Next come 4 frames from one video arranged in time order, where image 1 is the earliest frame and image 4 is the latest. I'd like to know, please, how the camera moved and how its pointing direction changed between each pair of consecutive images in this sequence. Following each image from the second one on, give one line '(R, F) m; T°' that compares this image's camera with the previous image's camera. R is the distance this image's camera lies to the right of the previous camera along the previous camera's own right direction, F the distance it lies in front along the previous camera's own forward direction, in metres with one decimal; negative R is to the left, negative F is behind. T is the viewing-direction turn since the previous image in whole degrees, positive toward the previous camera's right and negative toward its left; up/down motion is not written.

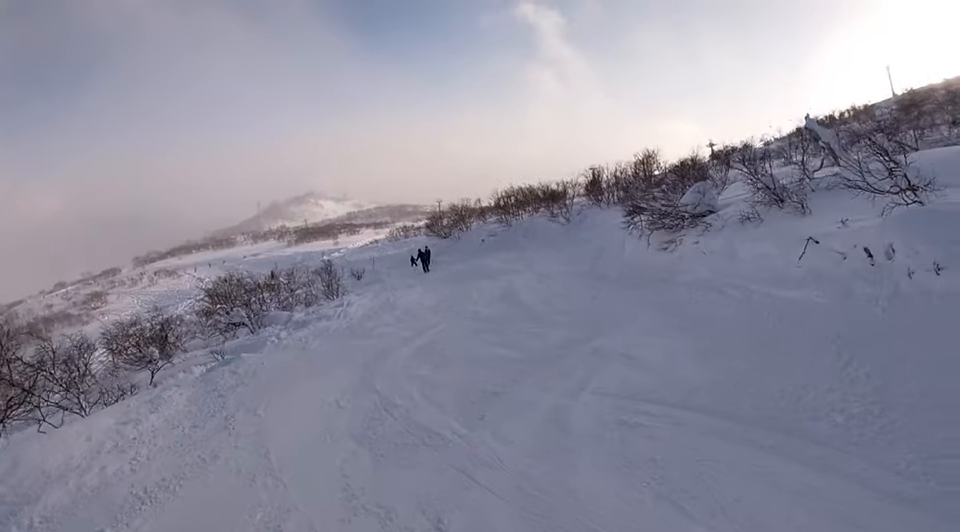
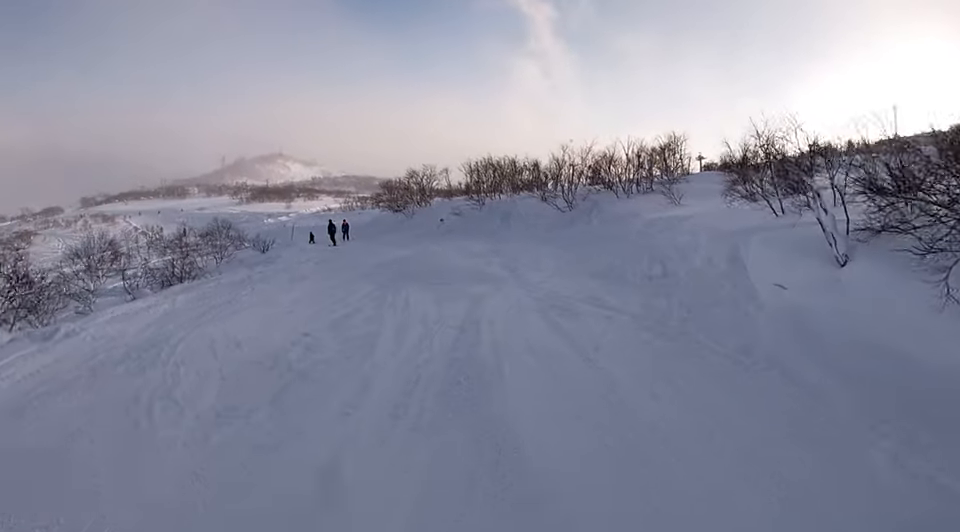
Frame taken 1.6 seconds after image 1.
(+1.1, +9.9) m; +2°
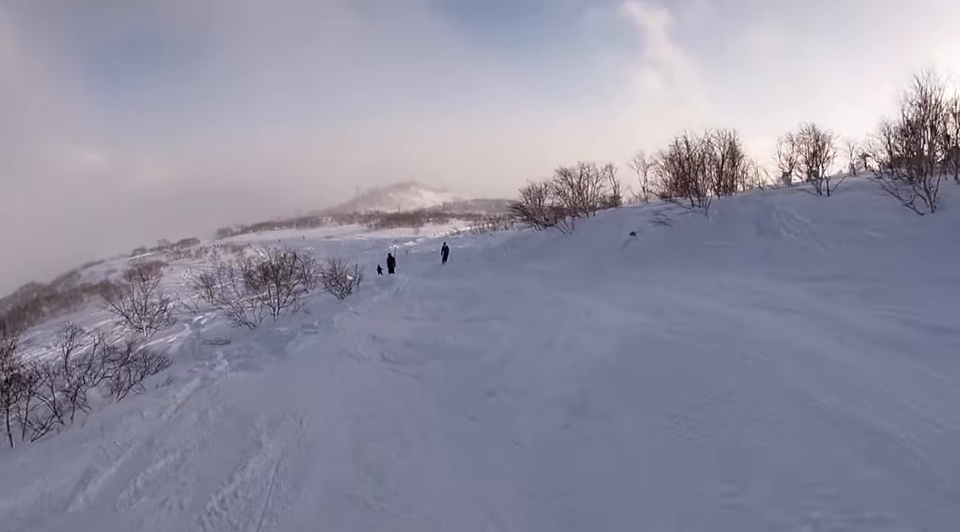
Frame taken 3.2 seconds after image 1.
(-1.6, +11.2) m; -8°
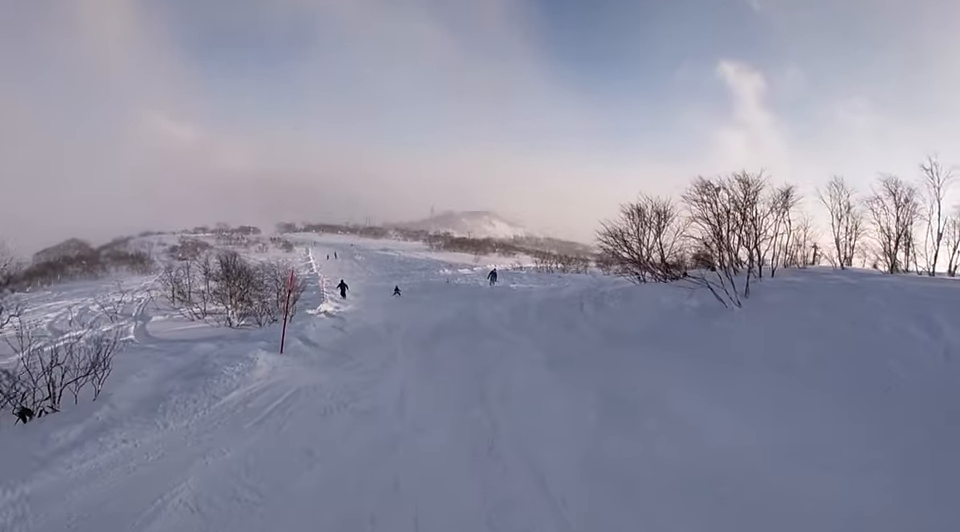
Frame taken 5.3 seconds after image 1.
(-0.1, +14.1) m; -3°
